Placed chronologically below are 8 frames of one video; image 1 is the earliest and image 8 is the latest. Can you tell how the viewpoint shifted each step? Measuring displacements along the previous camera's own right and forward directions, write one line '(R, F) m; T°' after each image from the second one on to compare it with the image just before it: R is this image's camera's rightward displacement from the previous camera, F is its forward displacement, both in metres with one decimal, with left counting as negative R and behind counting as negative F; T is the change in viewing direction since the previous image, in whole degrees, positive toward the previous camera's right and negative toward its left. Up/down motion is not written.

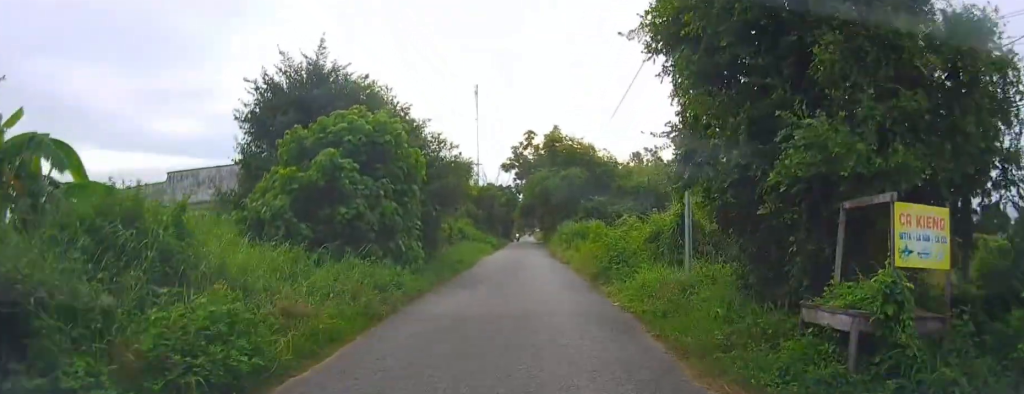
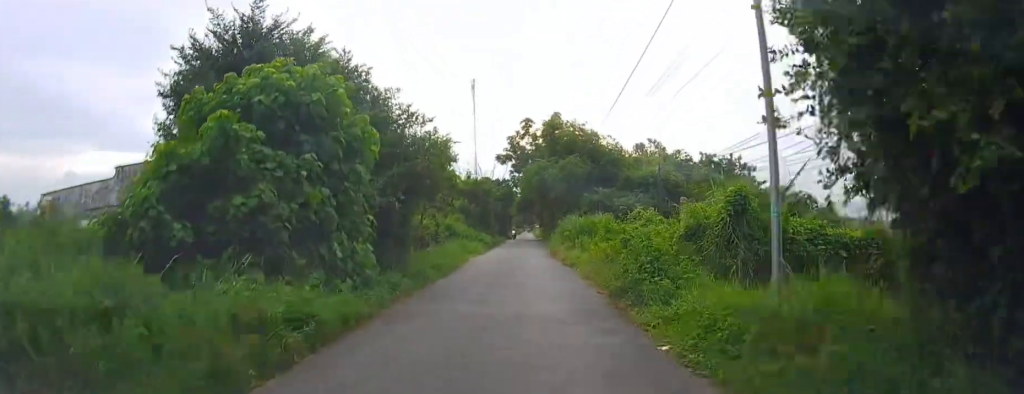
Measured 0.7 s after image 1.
(+0.1, +5.1) m; +1°
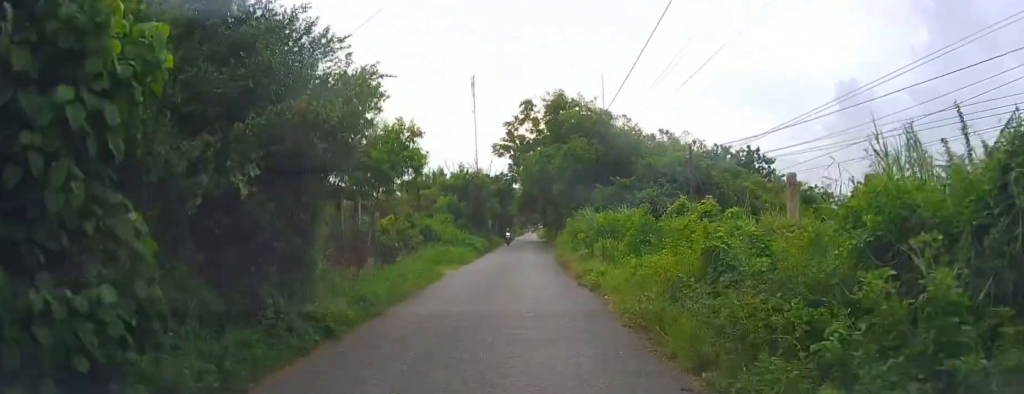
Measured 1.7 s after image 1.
(-0.2, +8.7) m; -1°
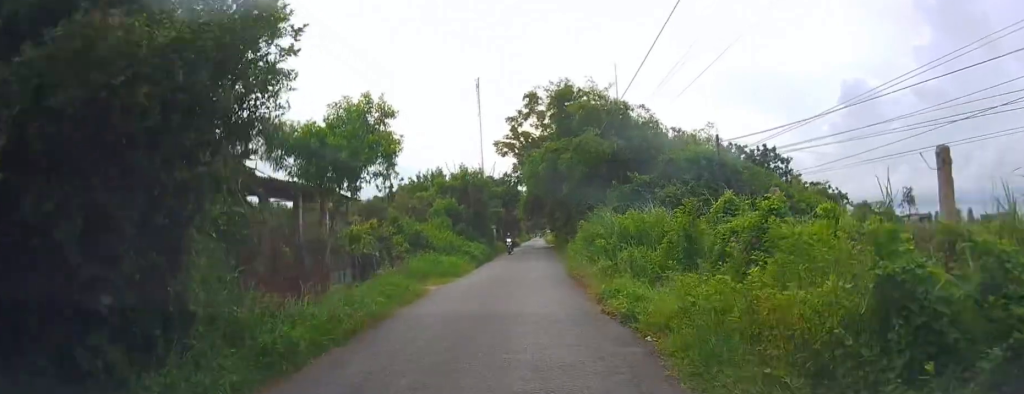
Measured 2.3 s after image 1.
(+0.1, +4.5) m; 0°
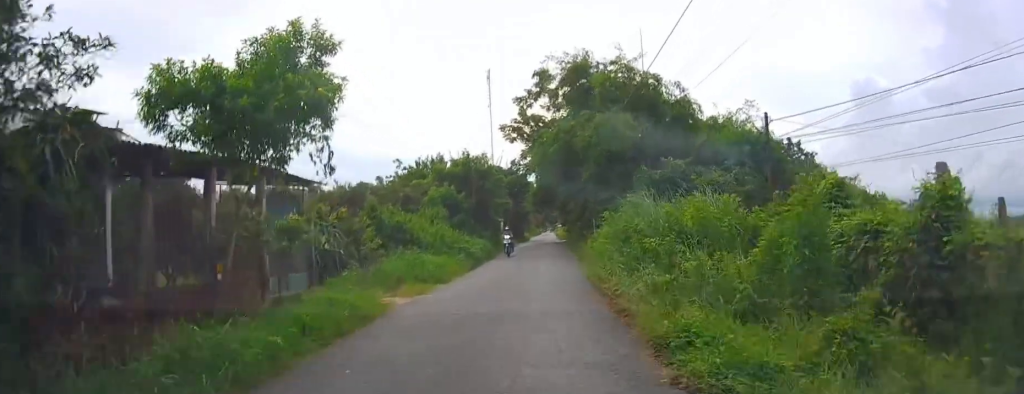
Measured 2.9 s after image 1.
(-0.1, +5.5) m; -1°
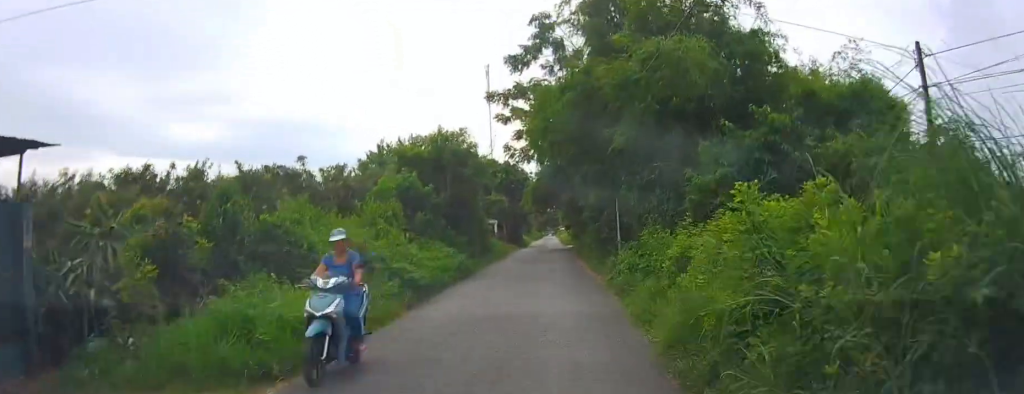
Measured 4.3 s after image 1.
(-0.1, +11.9) m; -2°
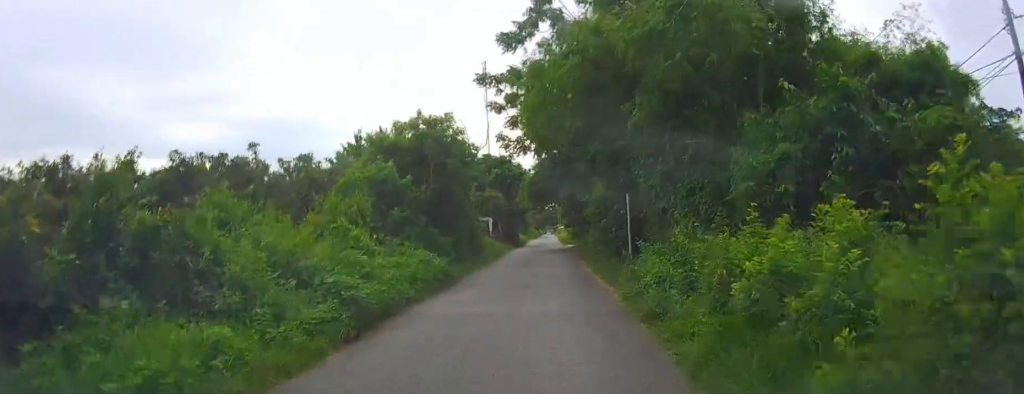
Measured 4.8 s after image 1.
(-0.1, +4.1) m; 0°
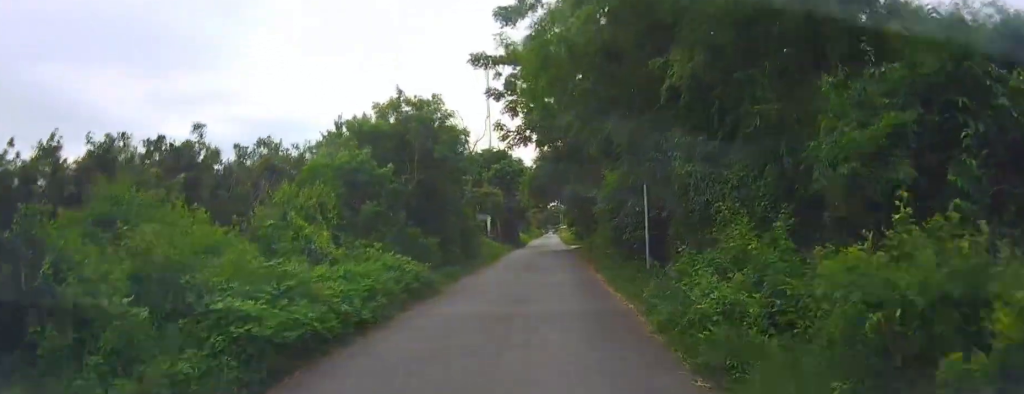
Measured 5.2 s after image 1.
(-0.1, +3.8) m; 0°
